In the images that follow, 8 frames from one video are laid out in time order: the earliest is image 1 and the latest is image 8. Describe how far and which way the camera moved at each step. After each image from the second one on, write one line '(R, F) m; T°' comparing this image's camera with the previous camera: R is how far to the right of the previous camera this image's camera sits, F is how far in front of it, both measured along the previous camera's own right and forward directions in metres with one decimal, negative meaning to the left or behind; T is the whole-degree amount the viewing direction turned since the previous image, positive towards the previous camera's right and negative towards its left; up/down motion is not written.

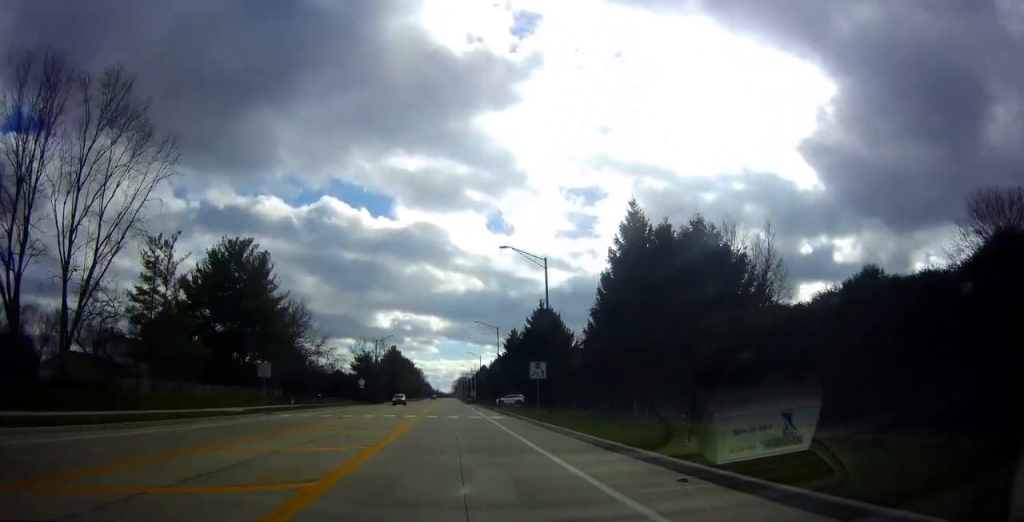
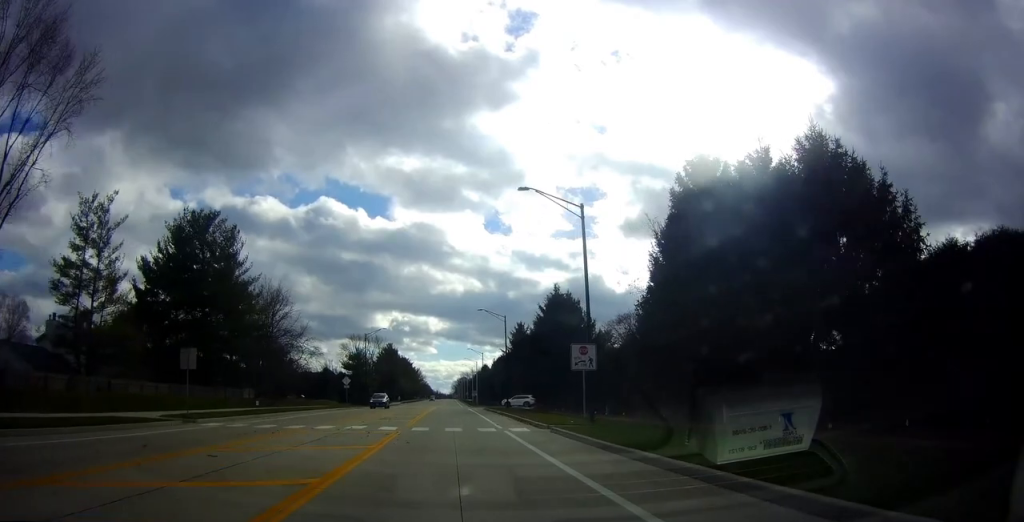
(0.0, +11.0) m; 0°
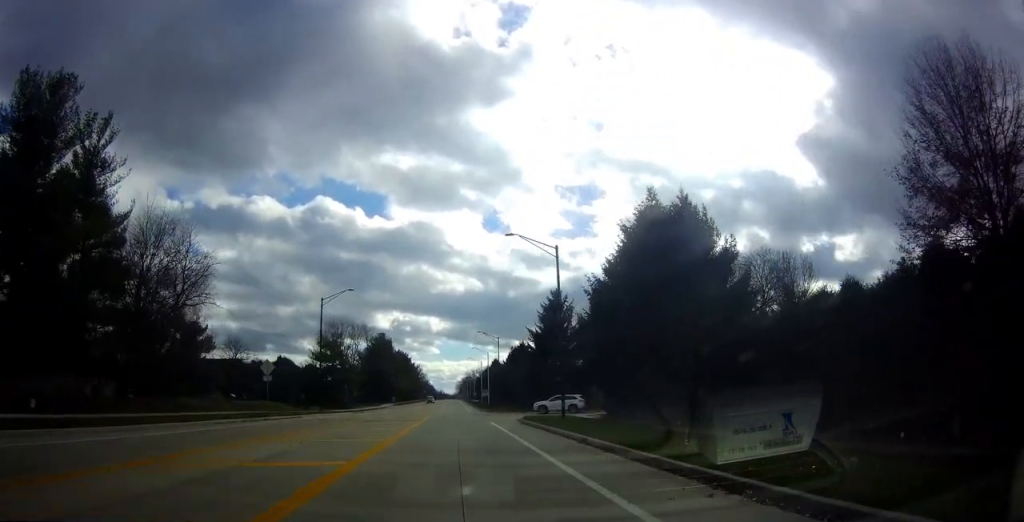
(0.0, +31.0) m; 0°
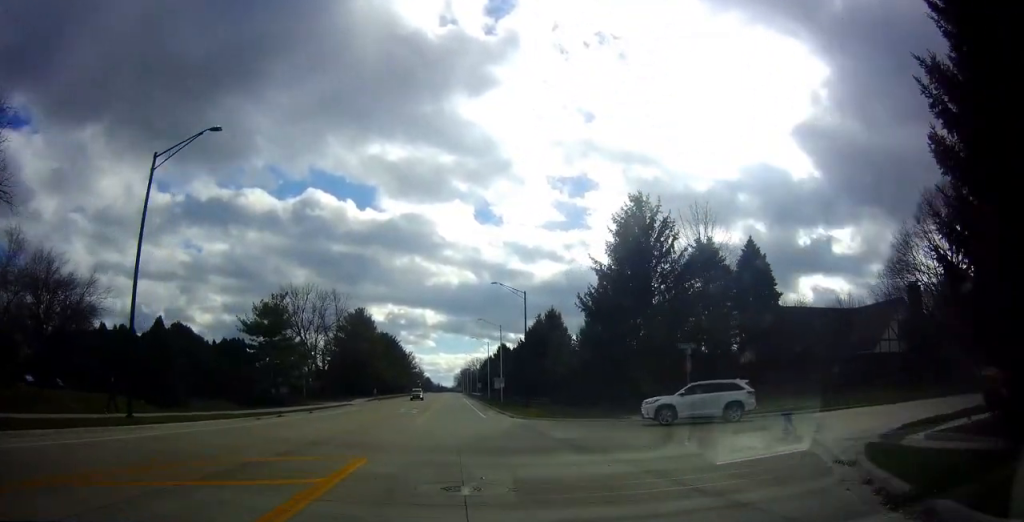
(0.0, +33.2) m; 0°
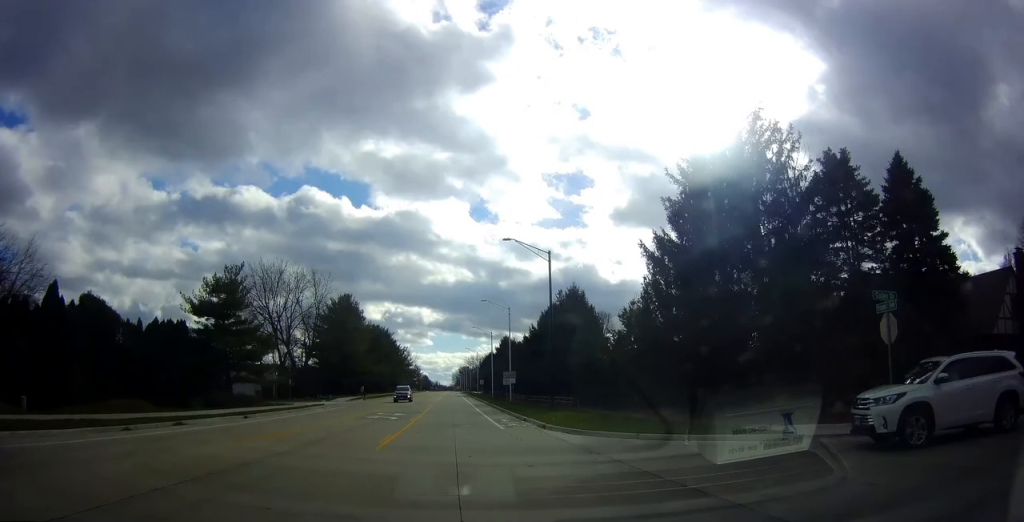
(0.0, +14.3) m; 0°
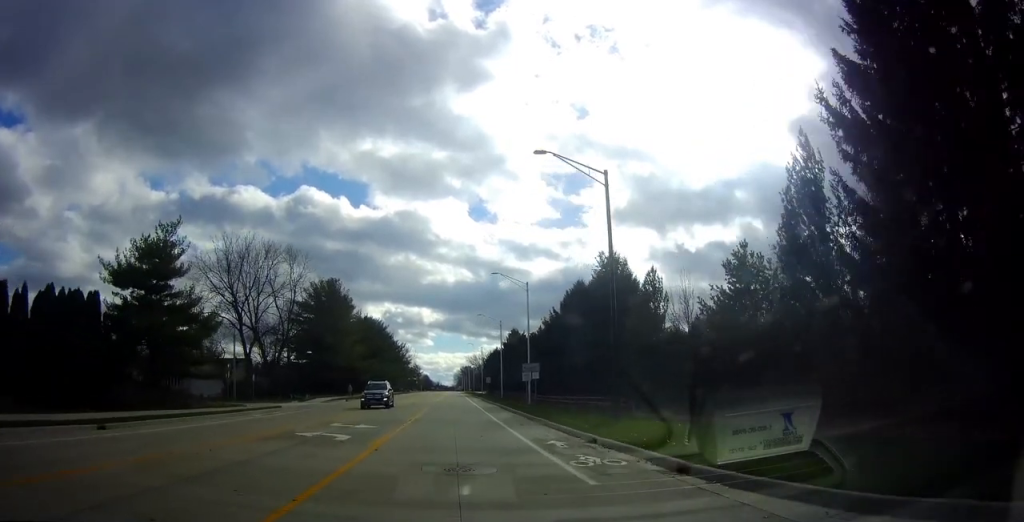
(0.0, +14.1) m; 0°
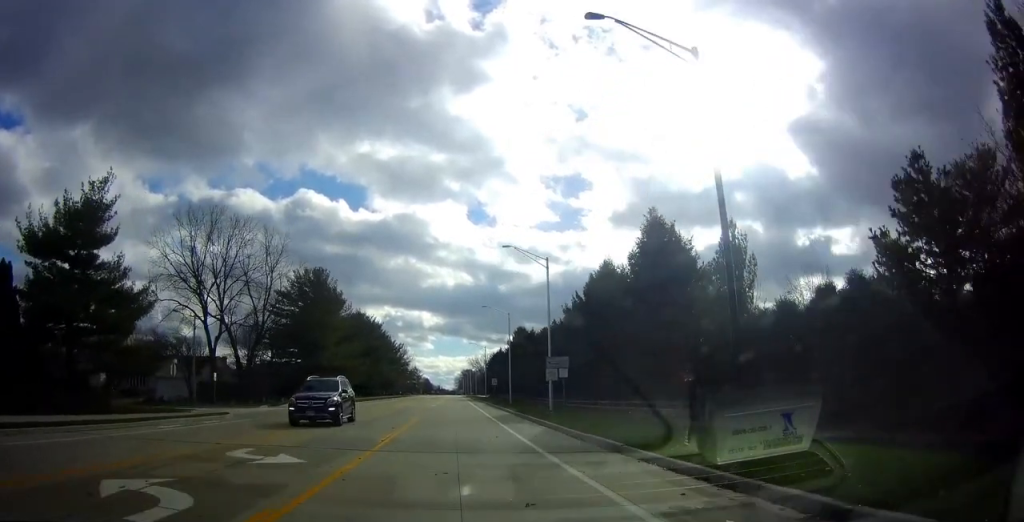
(0.0, +10.0) m; -1°
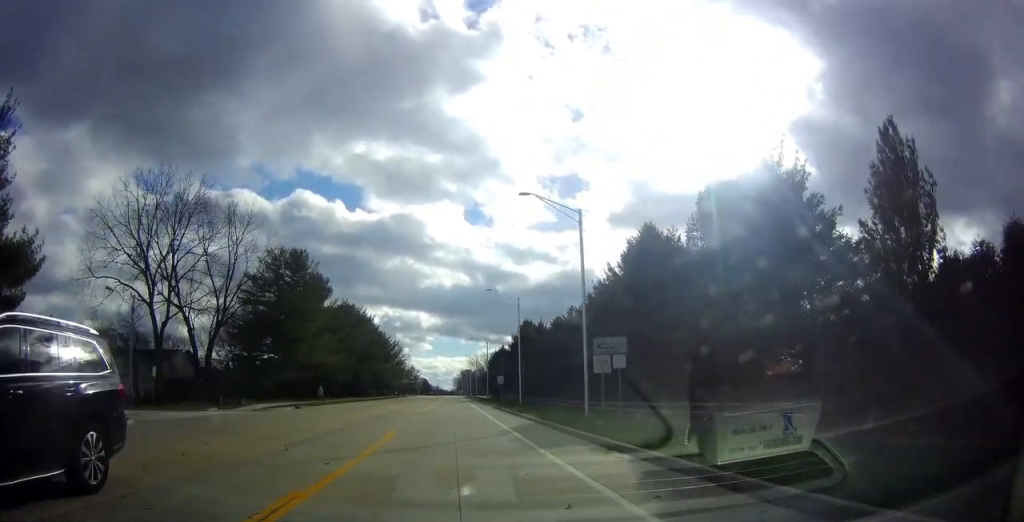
(0.0, +10.8) m; -1°
